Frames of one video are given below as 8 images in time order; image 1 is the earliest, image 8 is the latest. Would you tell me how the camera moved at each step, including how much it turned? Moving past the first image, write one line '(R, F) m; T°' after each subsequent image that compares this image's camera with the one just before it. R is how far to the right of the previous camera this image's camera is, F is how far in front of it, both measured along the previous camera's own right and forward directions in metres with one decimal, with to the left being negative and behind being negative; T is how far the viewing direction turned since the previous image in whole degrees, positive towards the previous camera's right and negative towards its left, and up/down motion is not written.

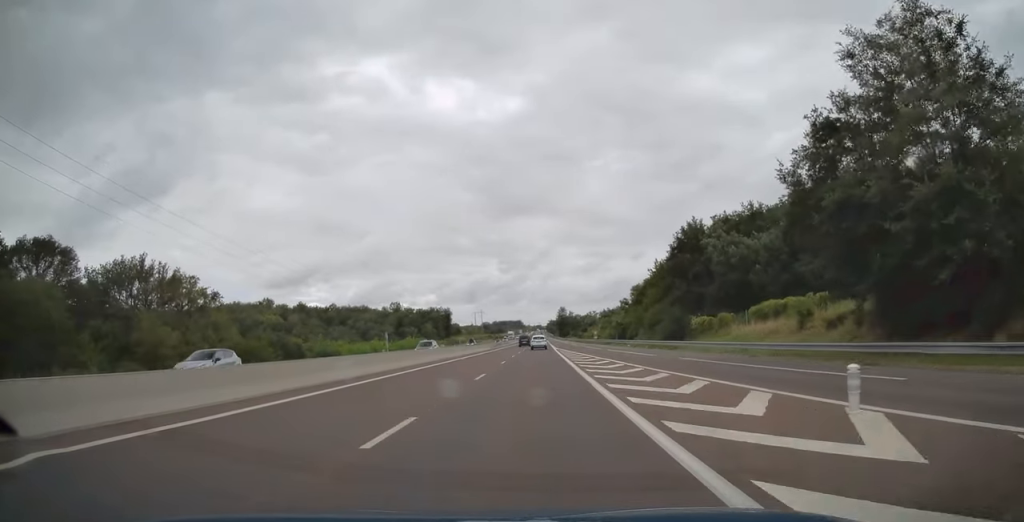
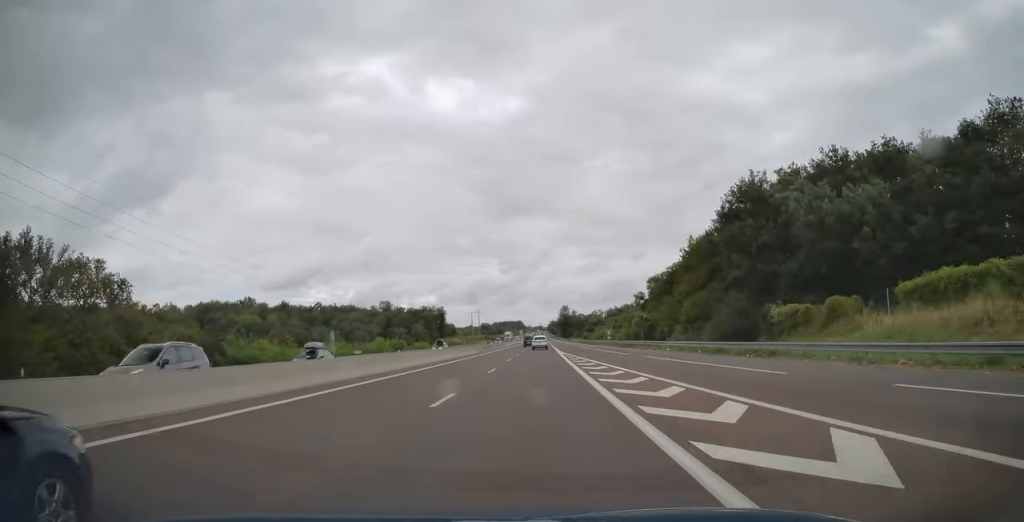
(0.0, +21.3) m; 0°
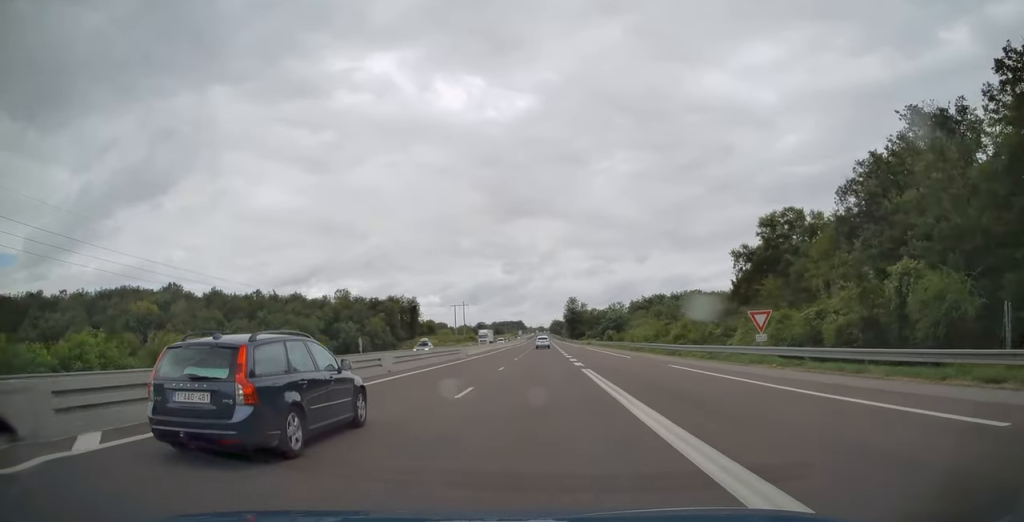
(0.0, +63.2) m; 0°
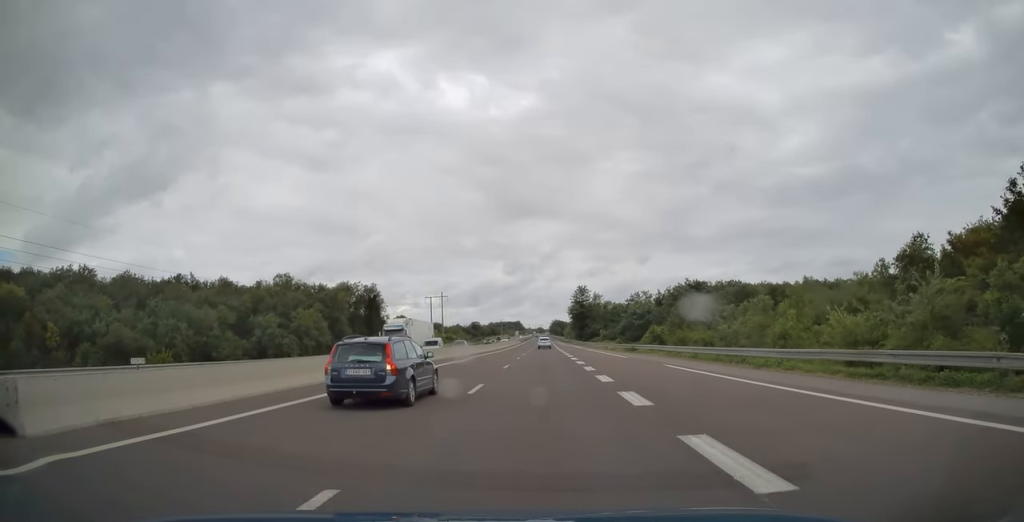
(-0.1, +50.7) m; 0°
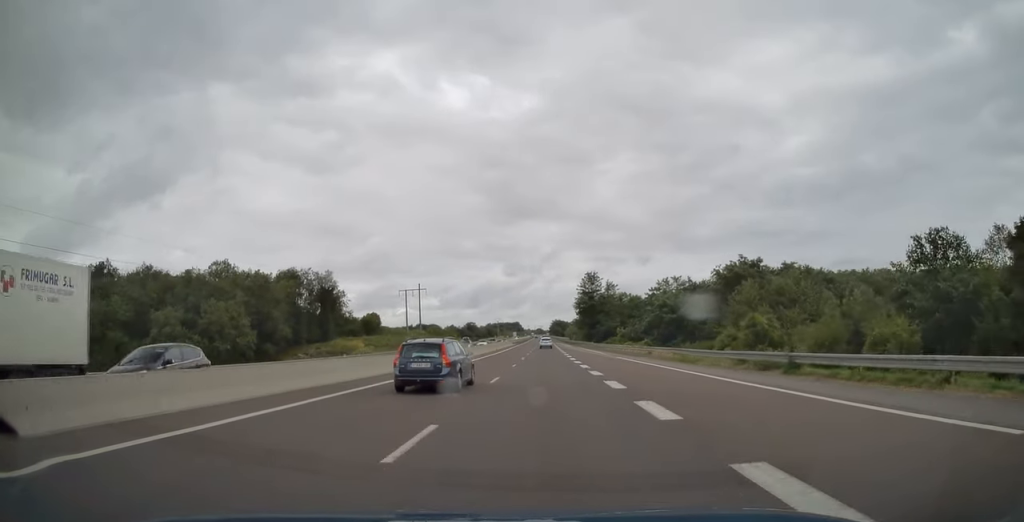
(0.0, +34.5) m; 0°
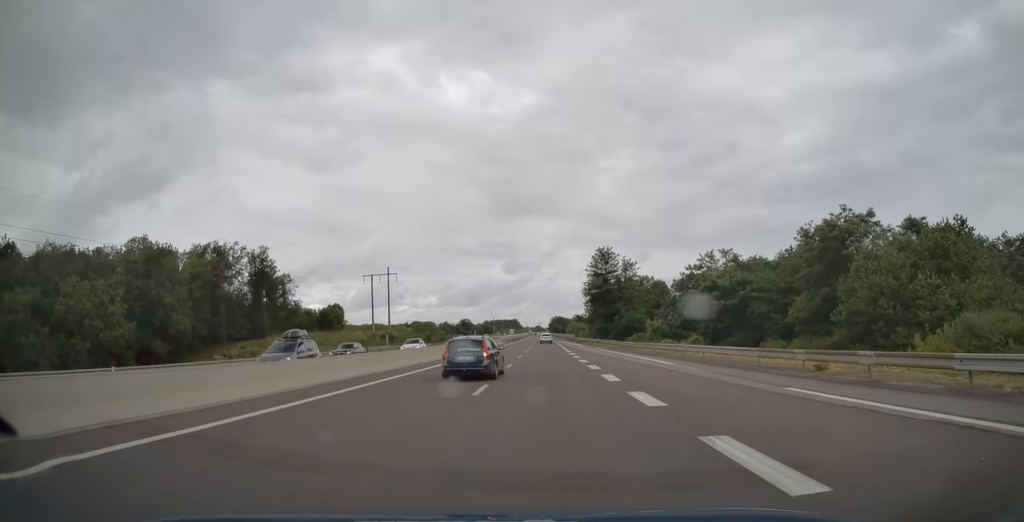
(0.0, +31.3) m; 0°
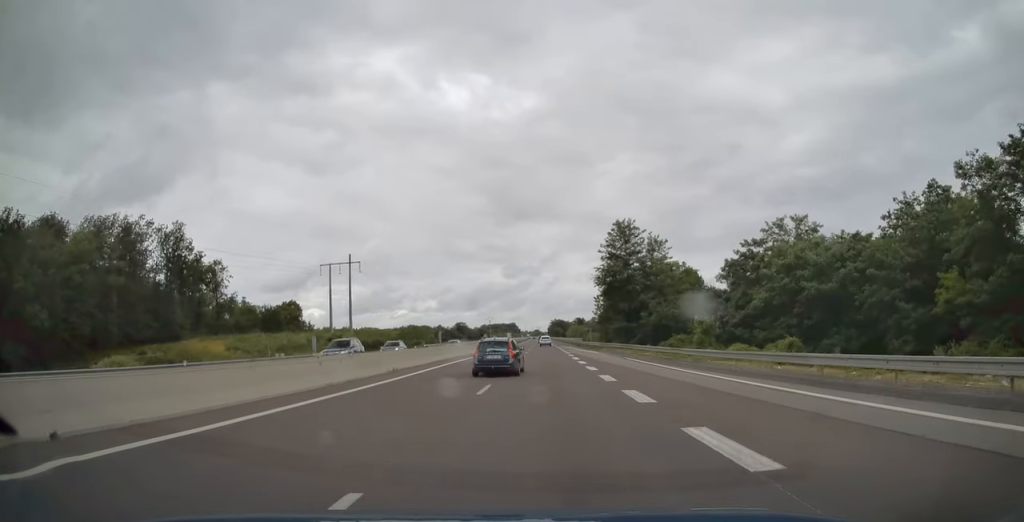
(+0.1, +25.4) m; 0°
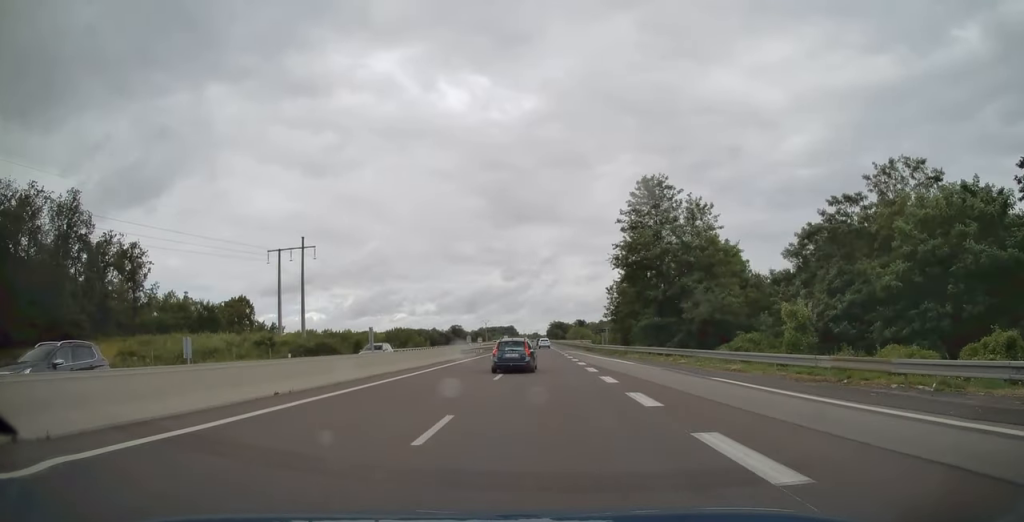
(0.0, +20.5) m; 0°
